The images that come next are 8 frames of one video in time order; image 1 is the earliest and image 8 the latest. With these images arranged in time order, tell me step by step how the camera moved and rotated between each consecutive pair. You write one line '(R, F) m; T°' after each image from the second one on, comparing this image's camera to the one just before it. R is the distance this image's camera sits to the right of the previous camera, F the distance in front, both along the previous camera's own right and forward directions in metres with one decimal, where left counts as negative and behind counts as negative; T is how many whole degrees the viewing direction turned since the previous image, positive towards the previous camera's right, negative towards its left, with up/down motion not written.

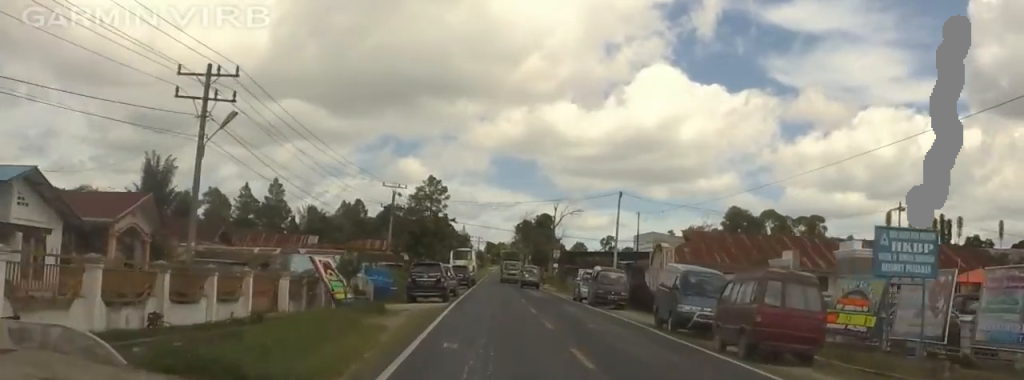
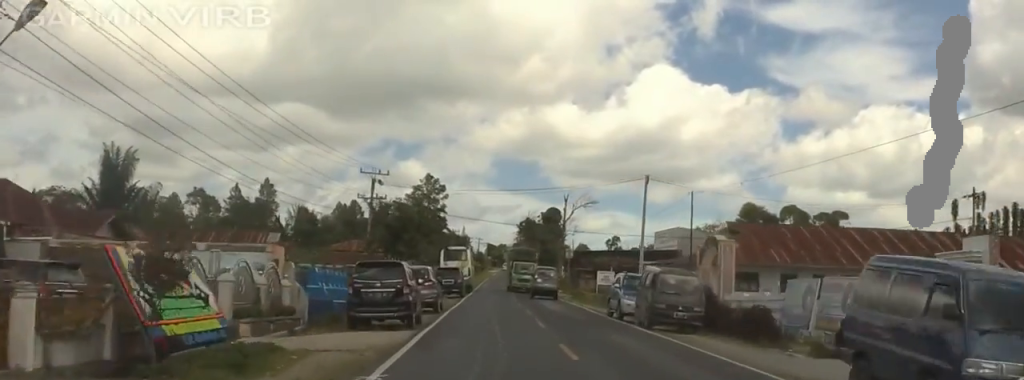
(-0.1, +15.1) m; -1°
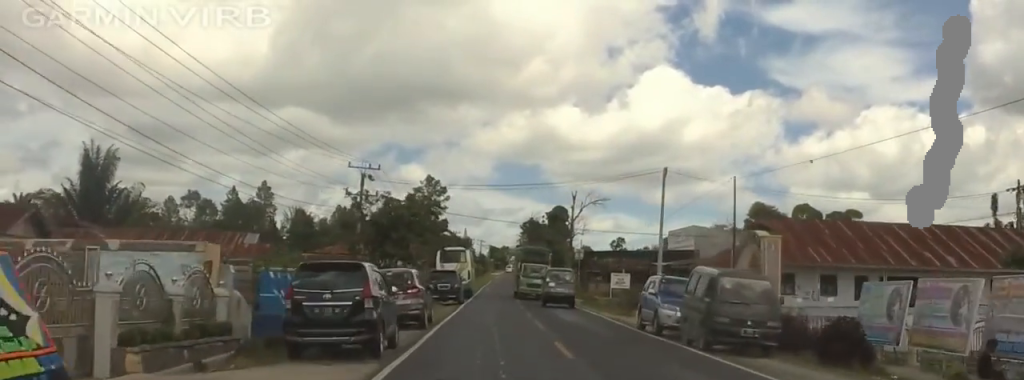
(0.0, +6.9) m; 0°
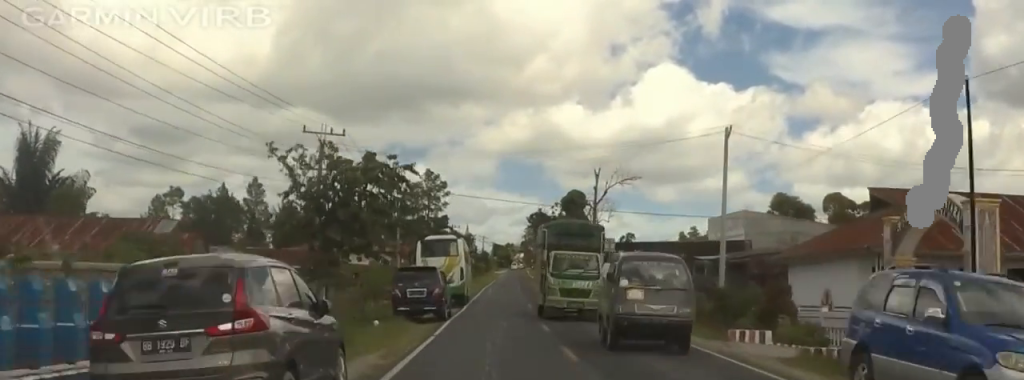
(0.0, +16.7) m; 0°
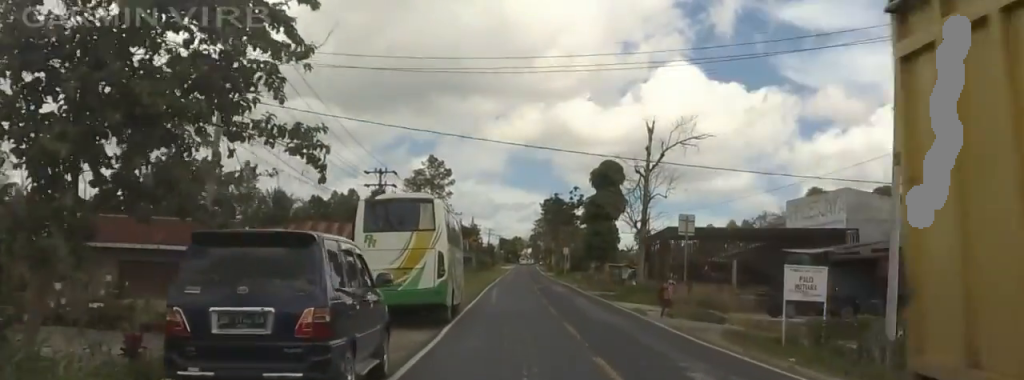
(0.0, +19.8) m; 0°
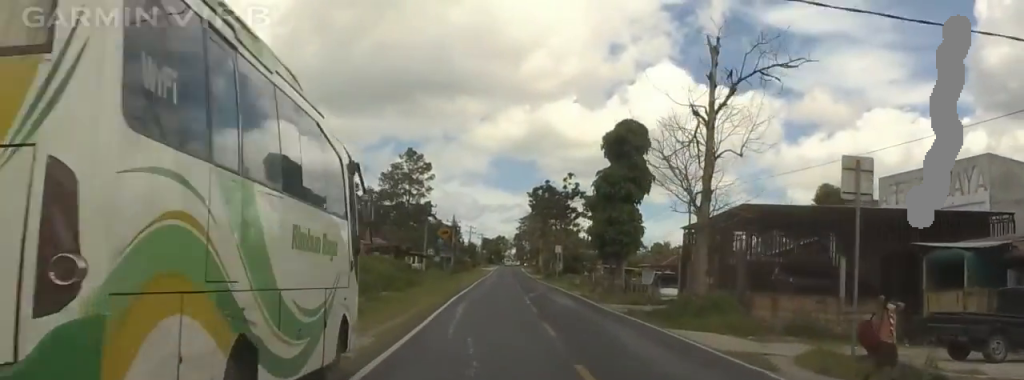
(0.0, +17.9) m; 0°
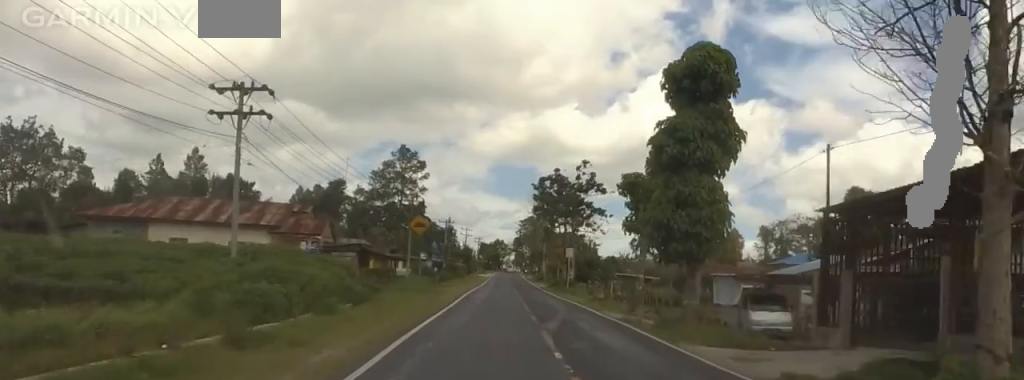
(0.0, +17.3) m; -1°
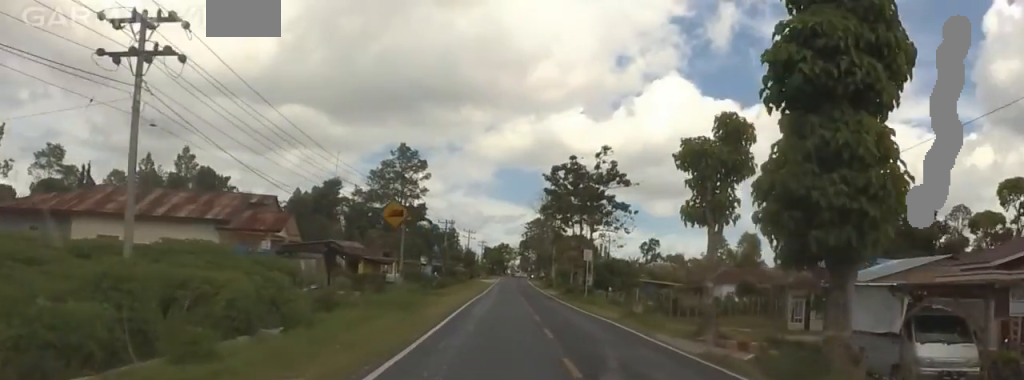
(-0.2, +11.7) m; -1°
